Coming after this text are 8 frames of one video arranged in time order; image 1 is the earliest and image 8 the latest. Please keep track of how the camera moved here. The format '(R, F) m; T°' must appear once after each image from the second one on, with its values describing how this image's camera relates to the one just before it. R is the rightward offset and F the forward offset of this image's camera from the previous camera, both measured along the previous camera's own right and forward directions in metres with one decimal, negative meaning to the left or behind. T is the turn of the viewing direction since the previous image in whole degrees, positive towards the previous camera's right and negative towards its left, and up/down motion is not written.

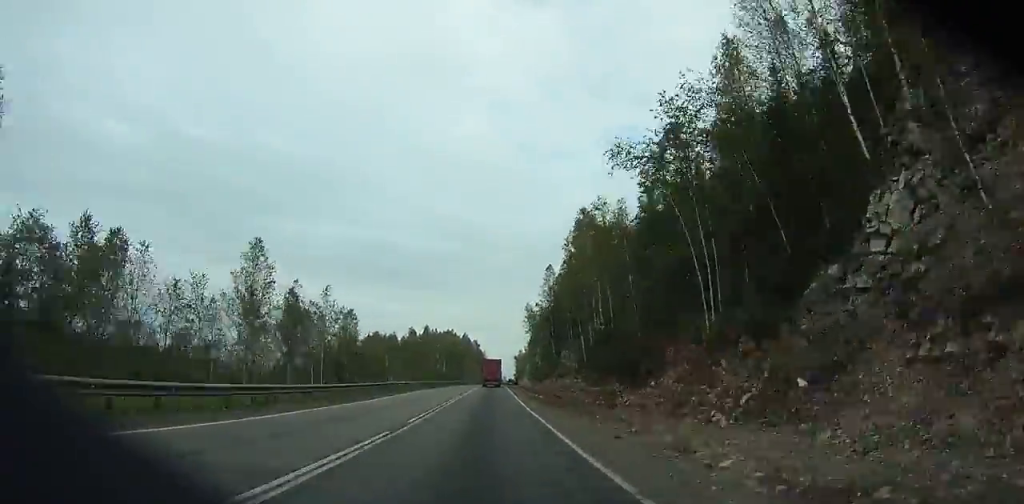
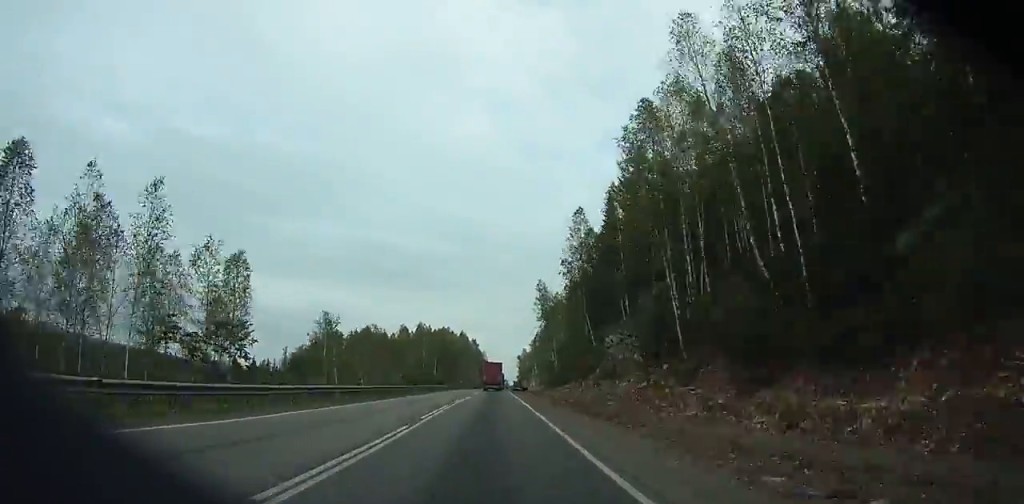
(-0.5, +38.4) m; -2°
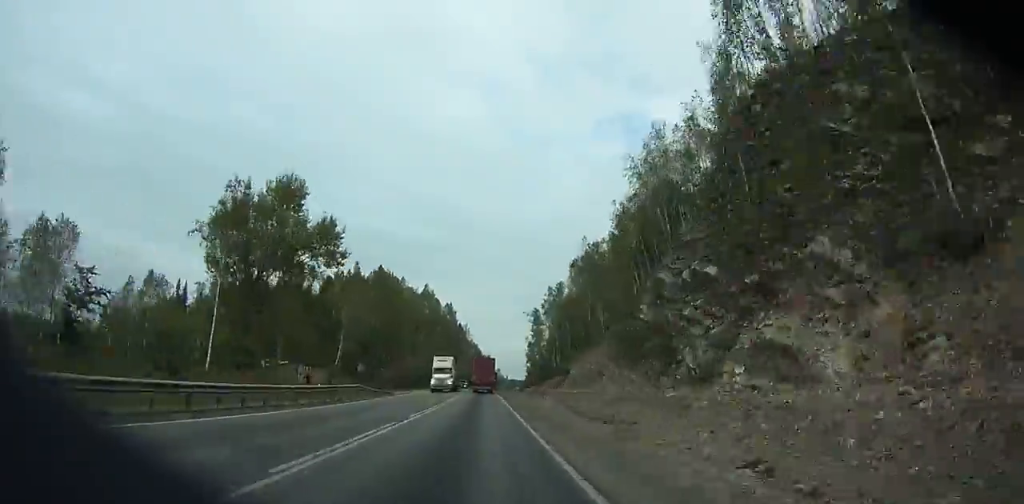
(-23.0, +151.9) m; -10°
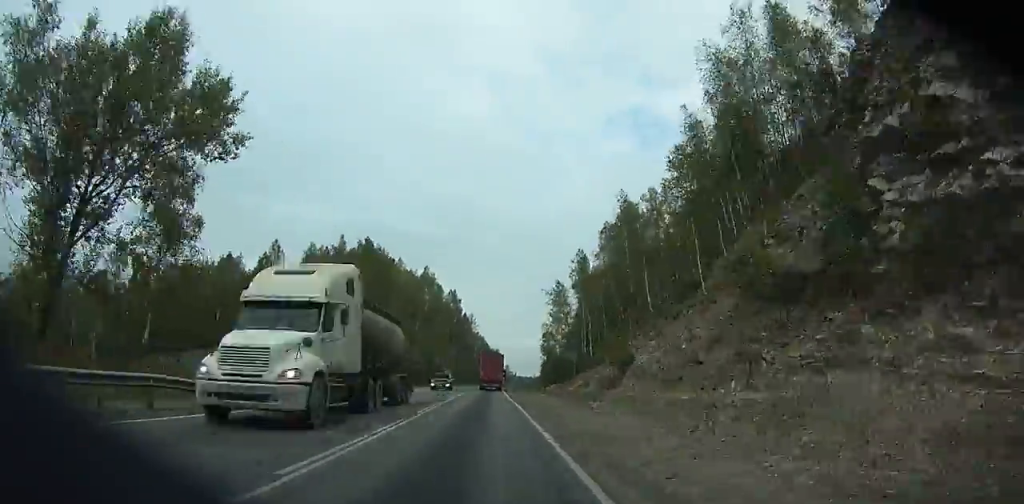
(-0.2, +24.9) m; -1°
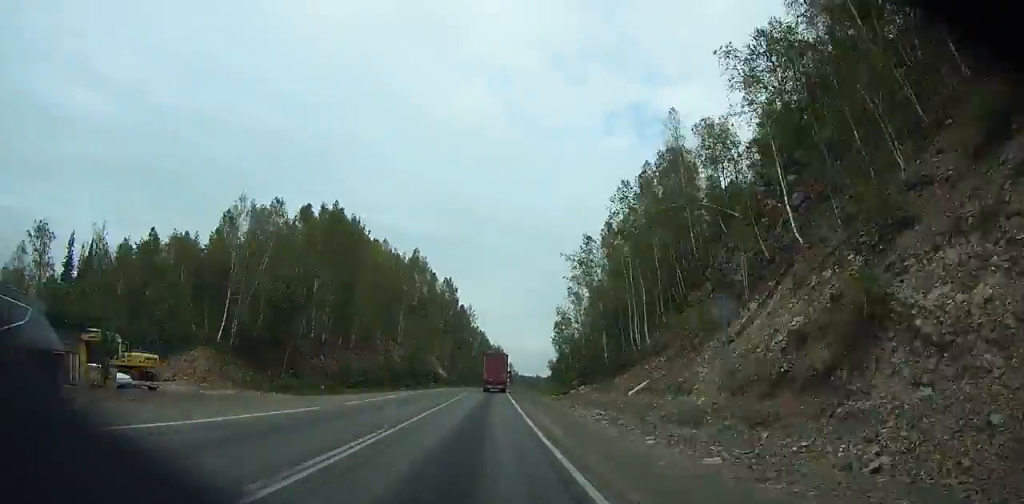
(0.0, +24.9) m; -1°
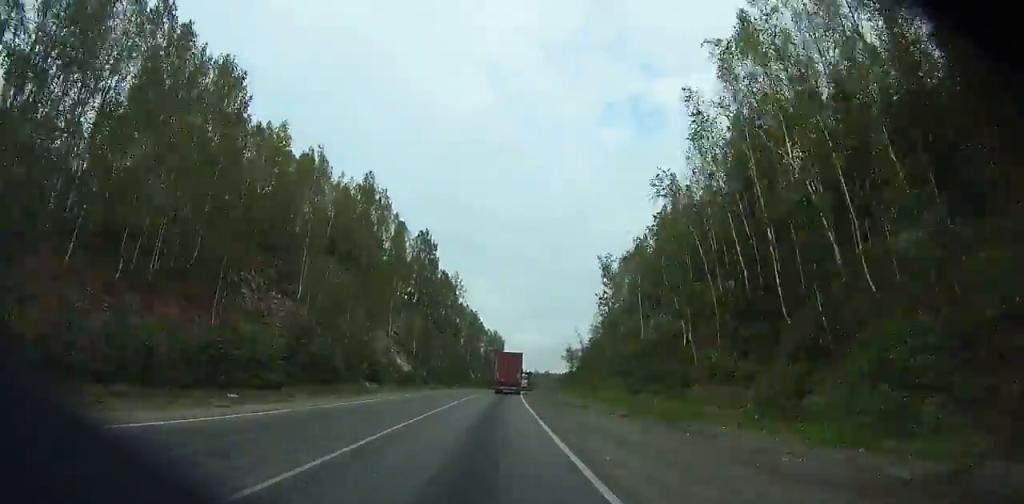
(-0.8, +56.9) m; -10°
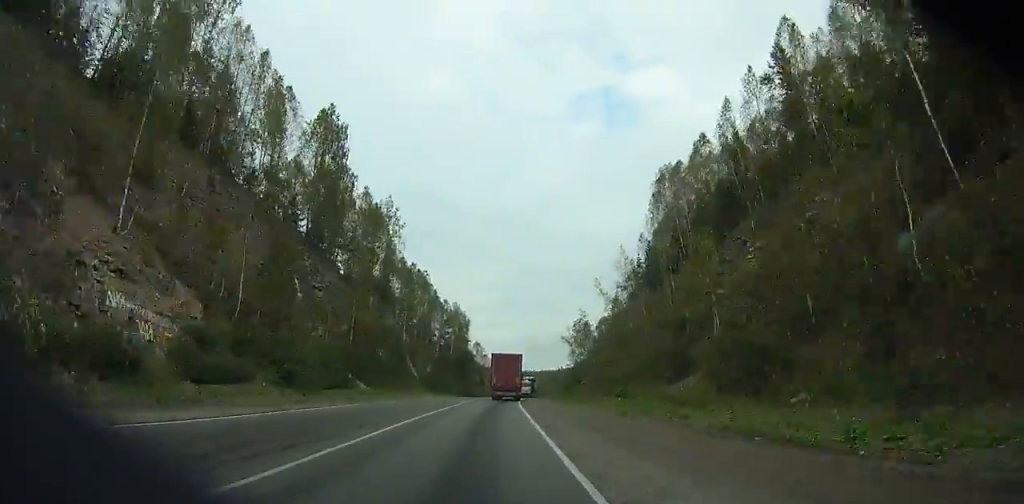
(-9.1, +52.2) m; +14°
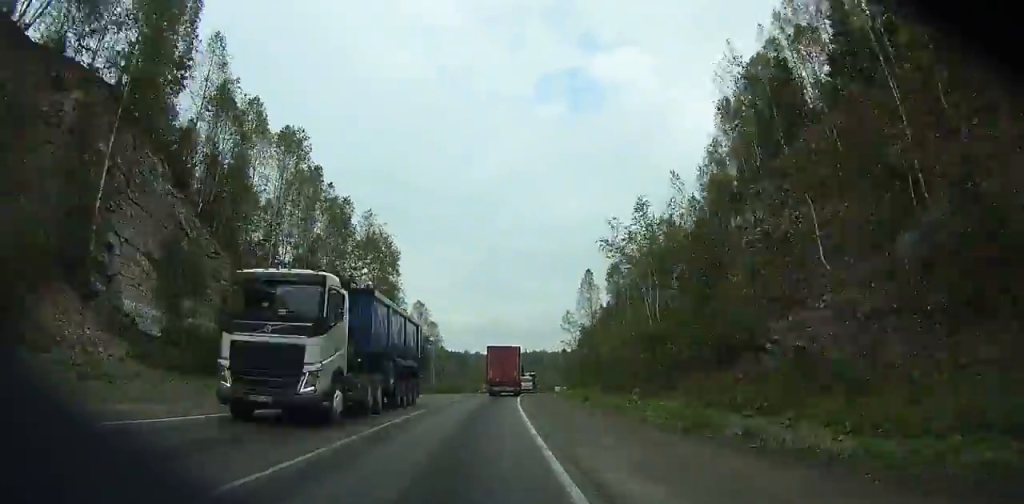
(+22.1, +65.6) m; +21°
